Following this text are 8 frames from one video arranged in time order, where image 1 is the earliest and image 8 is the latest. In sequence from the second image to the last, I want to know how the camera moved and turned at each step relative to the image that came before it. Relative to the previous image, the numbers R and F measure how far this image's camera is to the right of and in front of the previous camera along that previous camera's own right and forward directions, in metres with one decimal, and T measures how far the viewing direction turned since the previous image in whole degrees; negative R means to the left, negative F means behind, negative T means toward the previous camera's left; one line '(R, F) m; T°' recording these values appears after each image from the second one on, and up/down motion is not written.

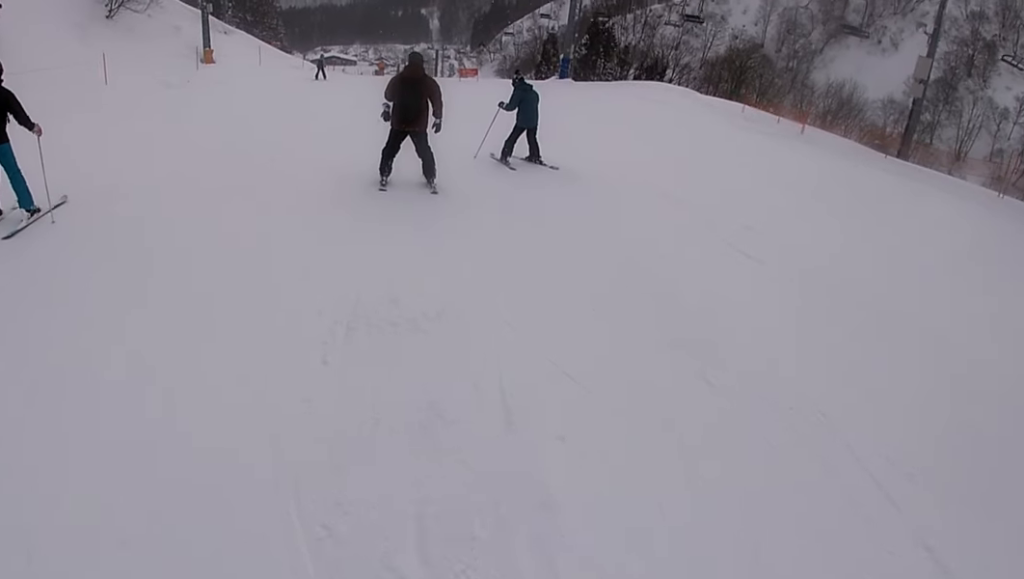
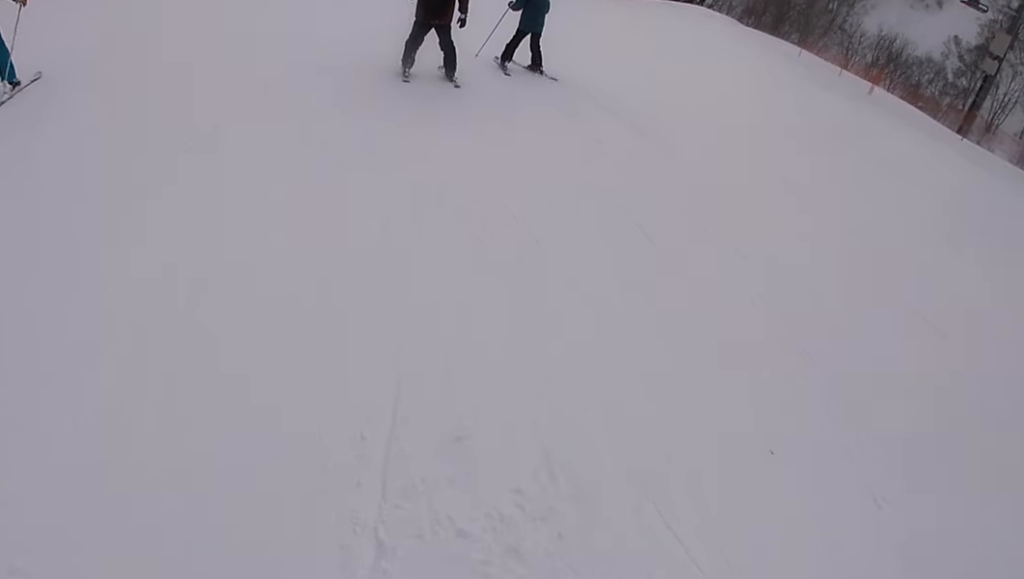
(-0.3, +2.4) m; -3°
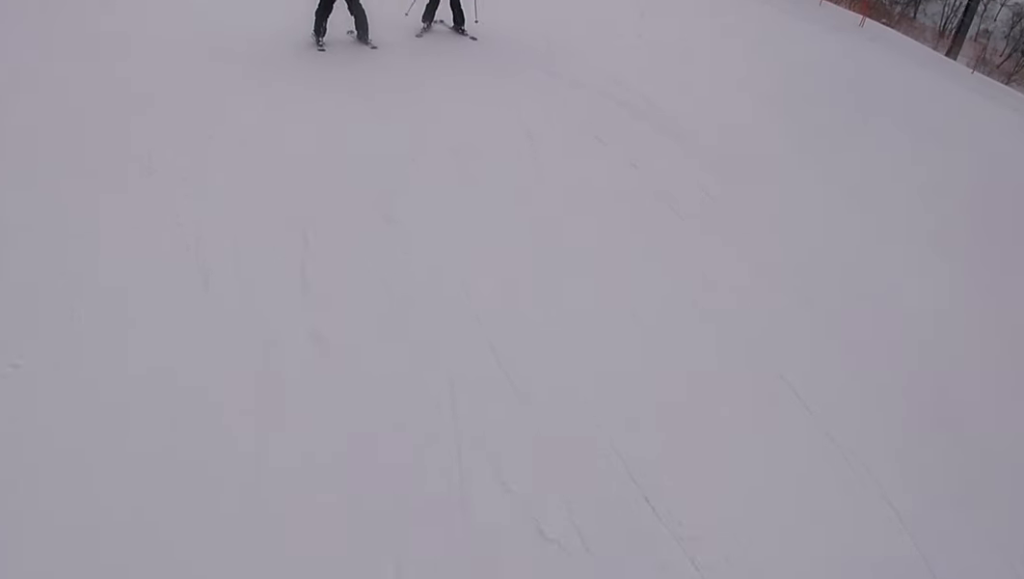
(0.0, +2.7) m; +8°
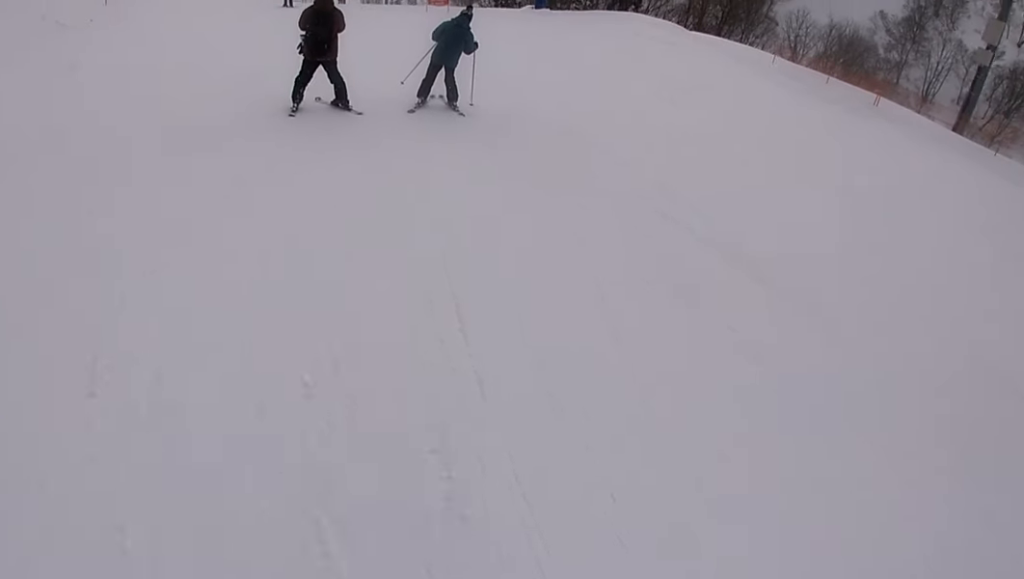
(+0.3, +1.8) m; +9°
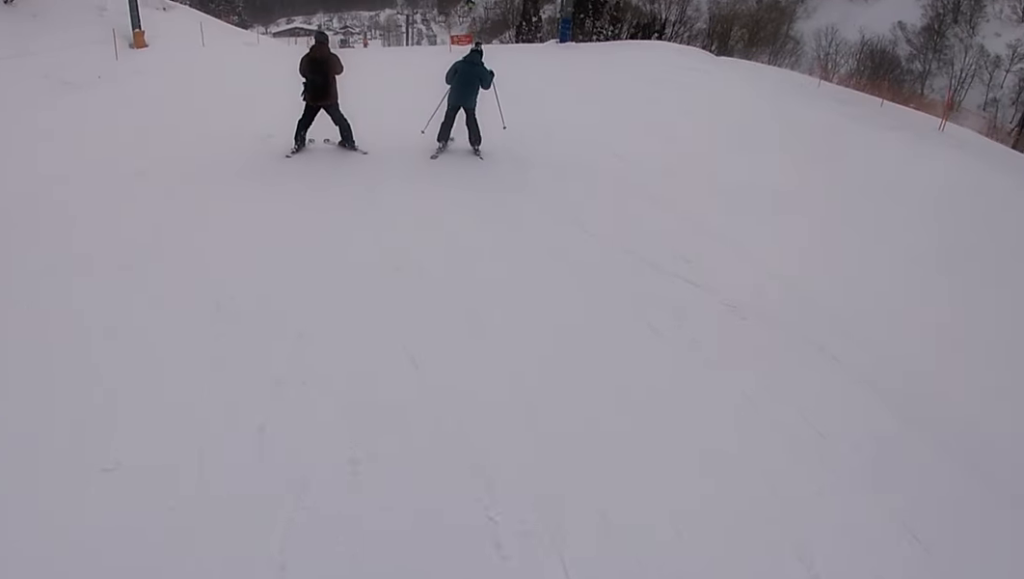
(+0.1, +2.3) m; -6°
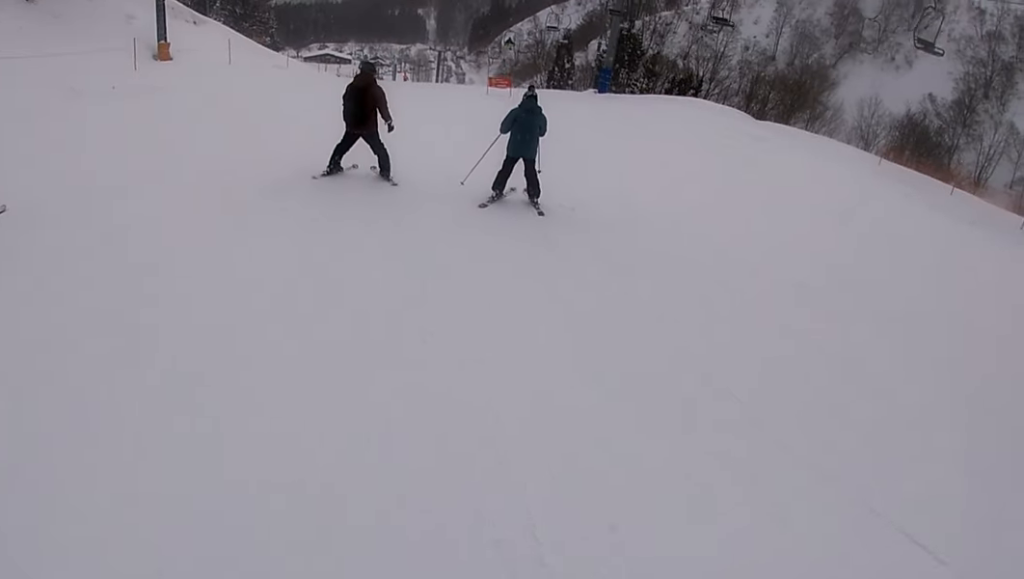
(0.0, +2.5) m; -7°
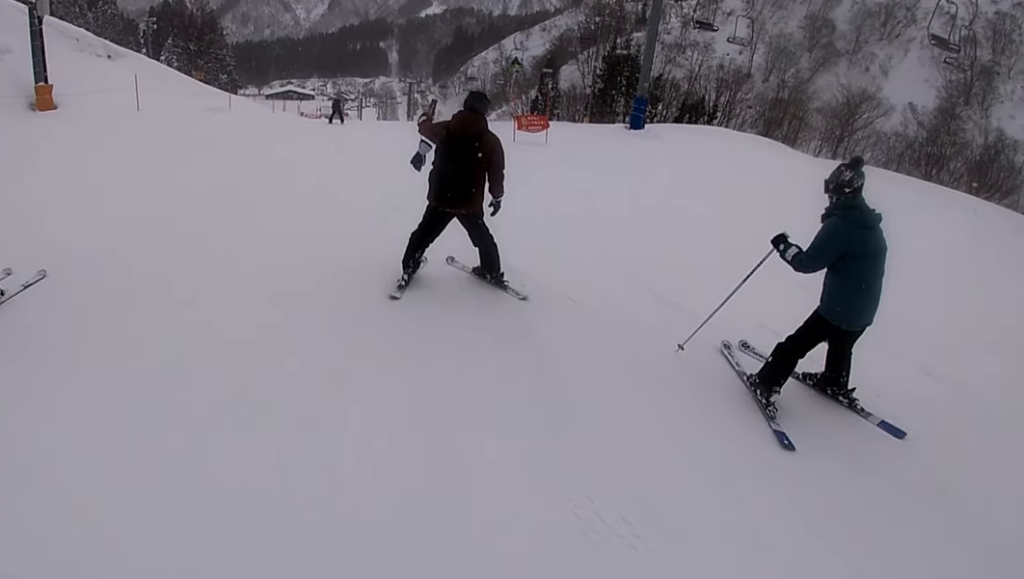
(0.0, +11.7) m; +5°
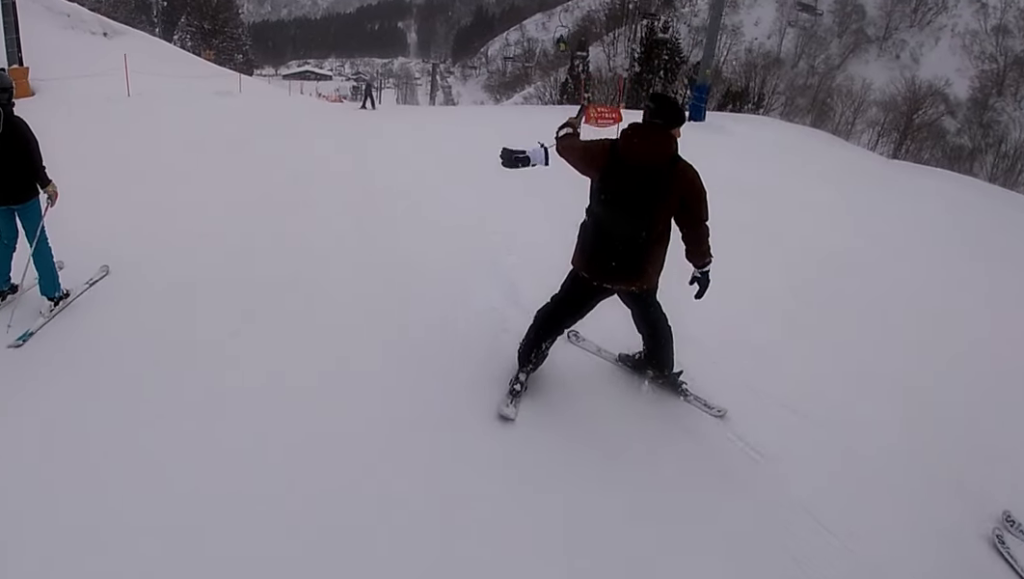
(+0.3, +4.1) m; 0°
